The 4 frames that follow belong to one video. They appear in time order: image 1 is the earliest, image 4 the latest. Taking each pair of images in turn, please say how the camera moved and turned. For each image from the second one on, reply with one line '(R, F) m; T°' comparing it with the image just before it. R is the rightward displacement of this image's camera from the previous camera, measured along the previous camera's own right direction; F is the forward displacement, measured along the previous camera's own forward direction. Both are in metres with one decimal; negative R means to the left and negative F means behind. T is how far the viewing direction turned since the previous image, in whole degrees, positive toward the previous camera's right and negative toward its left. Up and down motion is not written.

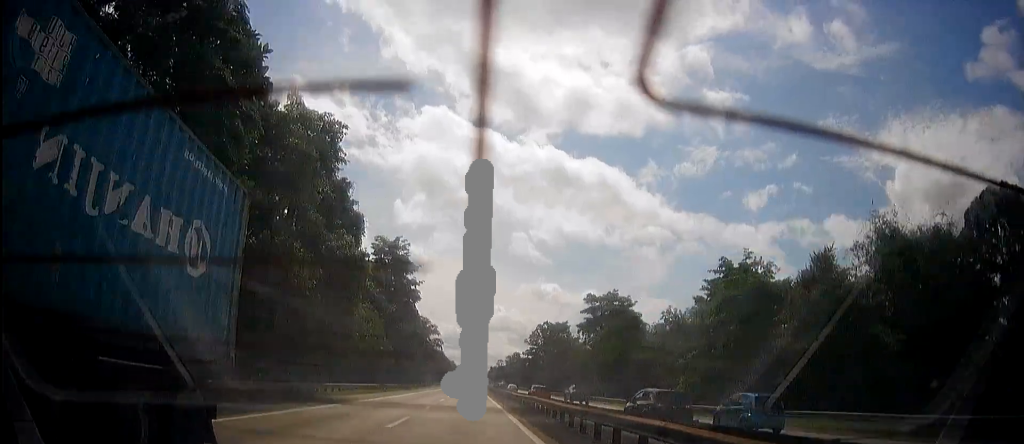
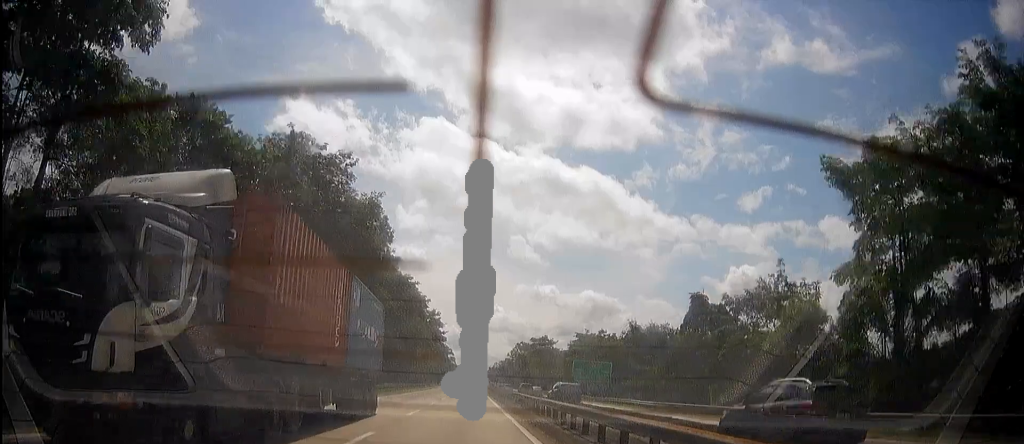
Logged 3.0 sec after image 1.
(-0.1, +87.4) m; 0°
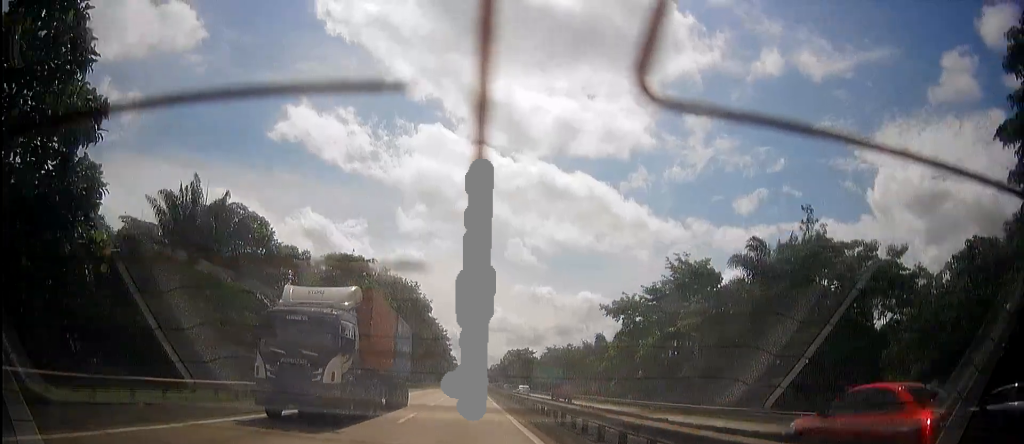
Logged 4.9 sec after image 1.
(0.0, +57.7) m; 0°
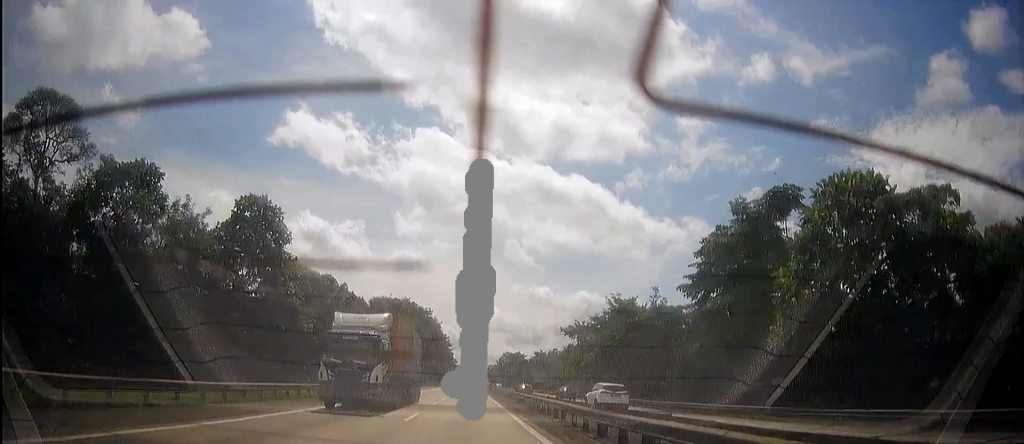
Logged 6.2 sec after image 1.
(0.0, +36.8) m; 0°
